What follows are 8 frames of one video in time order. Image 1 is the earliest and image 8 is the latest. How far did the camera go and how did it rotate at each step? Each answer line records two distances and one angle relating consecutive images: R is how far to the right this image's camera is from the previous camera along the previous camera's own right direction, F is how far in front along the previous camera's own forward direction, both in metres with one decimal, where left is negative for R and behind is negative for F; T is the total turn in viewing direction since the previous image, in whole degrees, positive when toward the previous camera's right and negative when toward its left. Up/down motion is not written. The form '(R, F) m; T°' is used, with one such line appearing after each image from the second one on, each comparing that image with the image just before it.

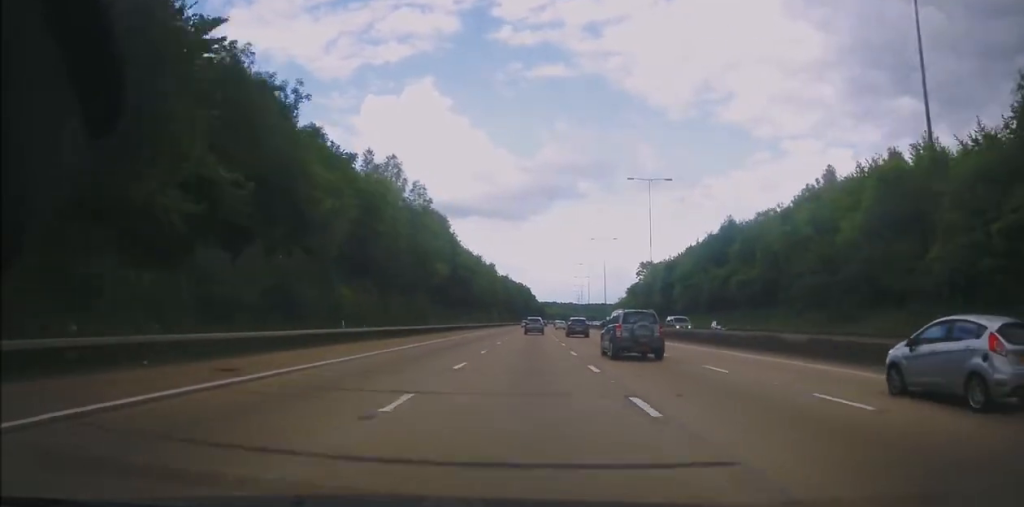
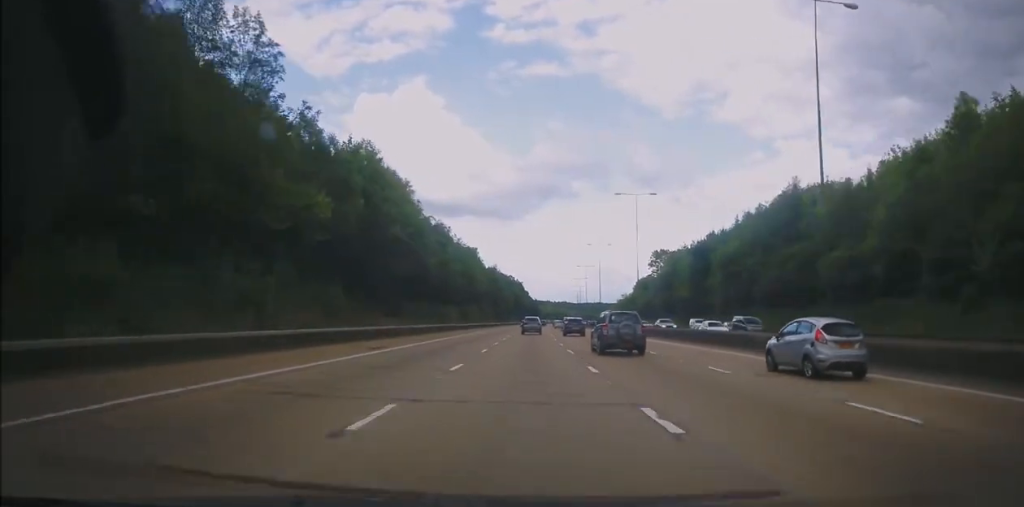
(+0.5, +36.2) m; +1°
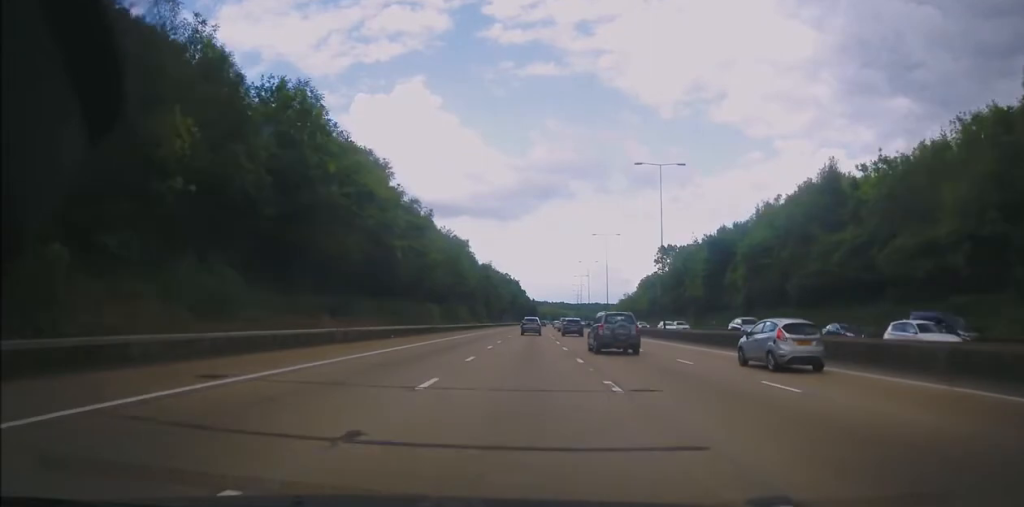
(0.0, +13.3) m; 0°
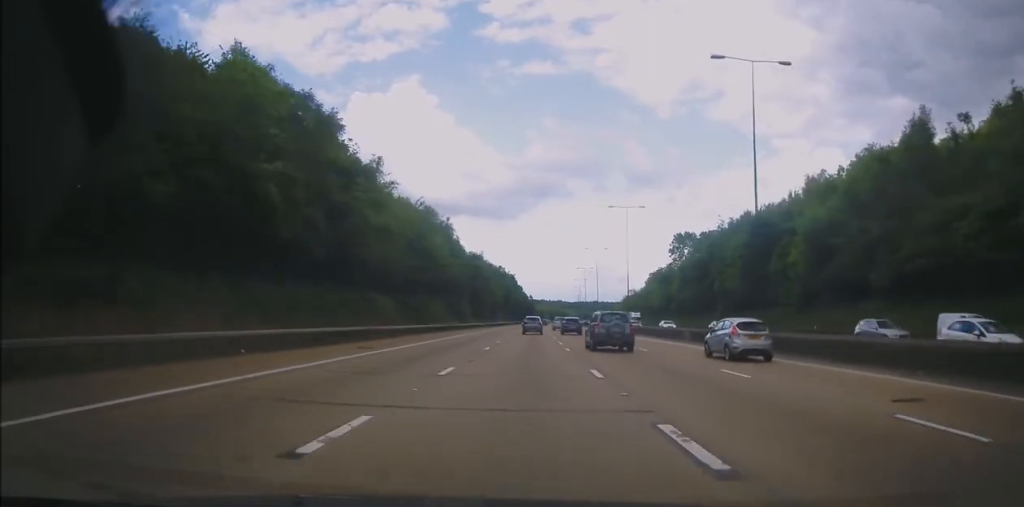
(-0.1, +22.8) m; 0°
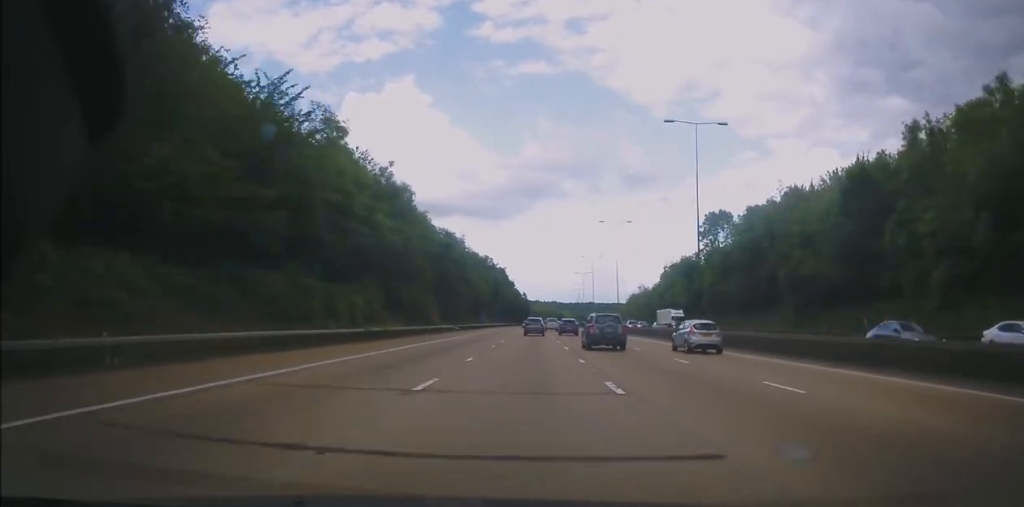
(+0.2, +32.2) m; +1°
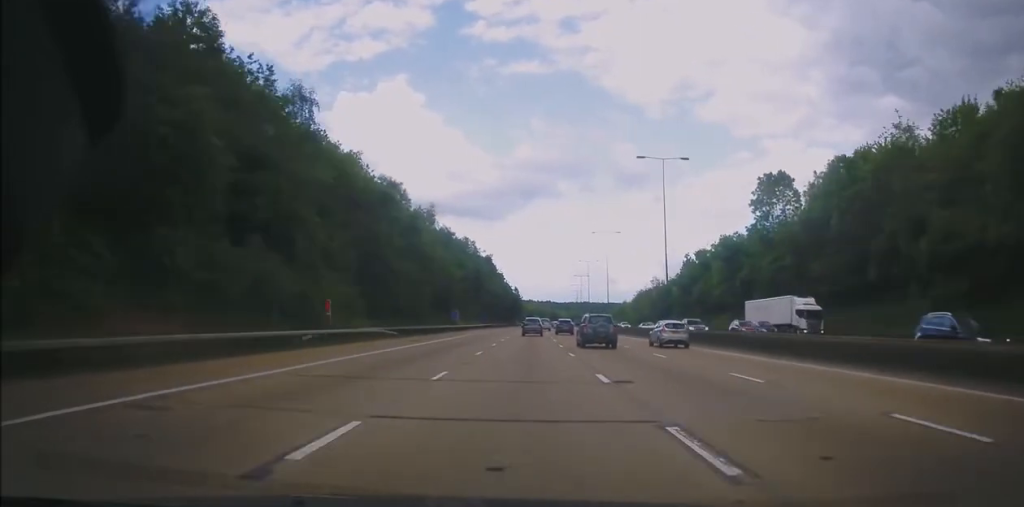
(+0.4, +33.2) m; +1°
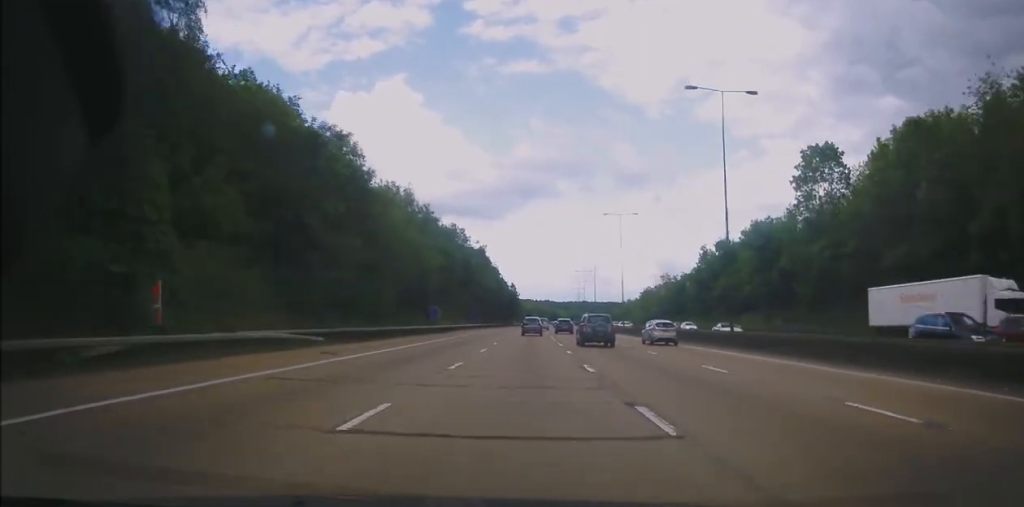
(+0.1, +16.2) m; 0°
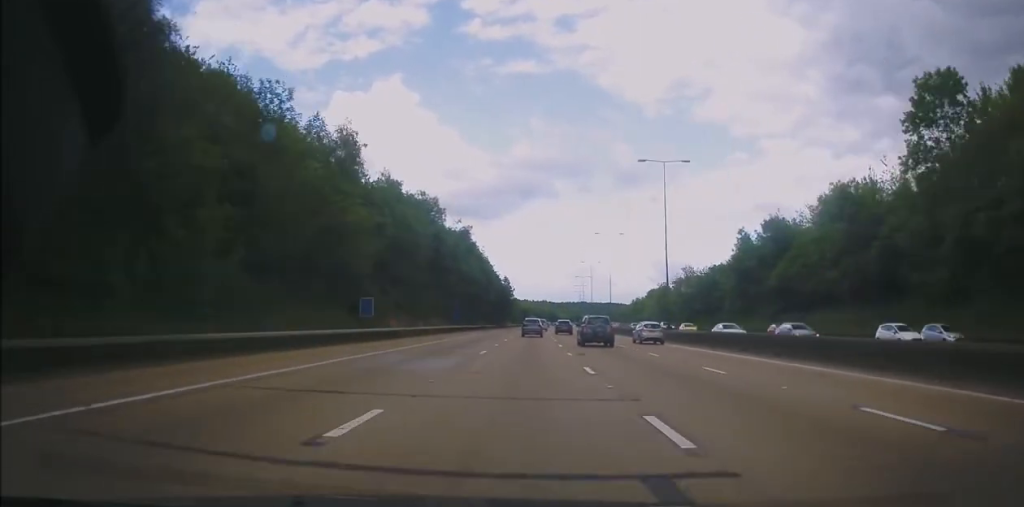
(-0.3, +26.6) m; 0°
